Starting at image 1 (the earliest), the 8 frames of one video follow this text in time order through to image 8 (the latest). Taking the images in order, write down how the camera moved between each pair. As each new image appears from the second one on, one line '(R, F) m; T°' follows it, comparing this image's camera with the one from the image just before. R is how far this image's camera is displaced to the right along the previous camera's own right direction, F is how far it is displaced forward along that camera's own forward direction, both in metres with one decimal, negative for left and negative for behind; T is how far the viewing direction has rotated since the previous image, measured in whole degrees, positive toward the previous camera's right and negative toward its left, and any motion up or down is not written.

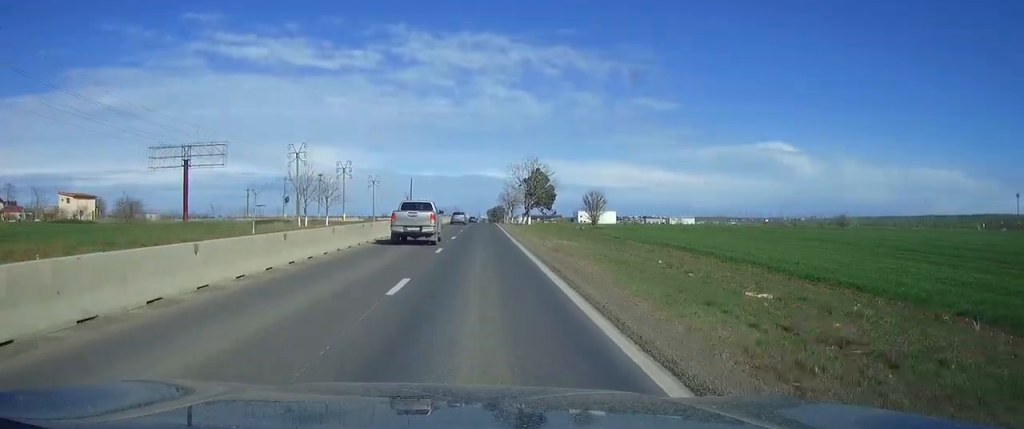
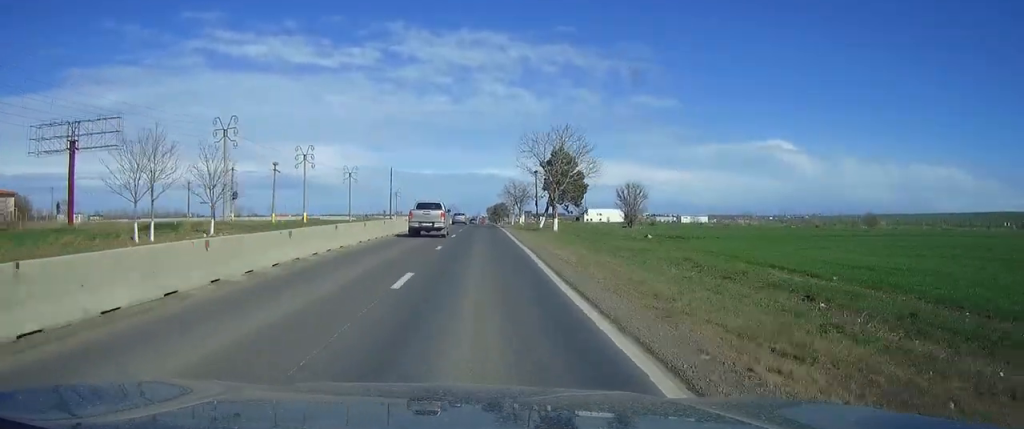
(+0.1, +34.5) m; 0°
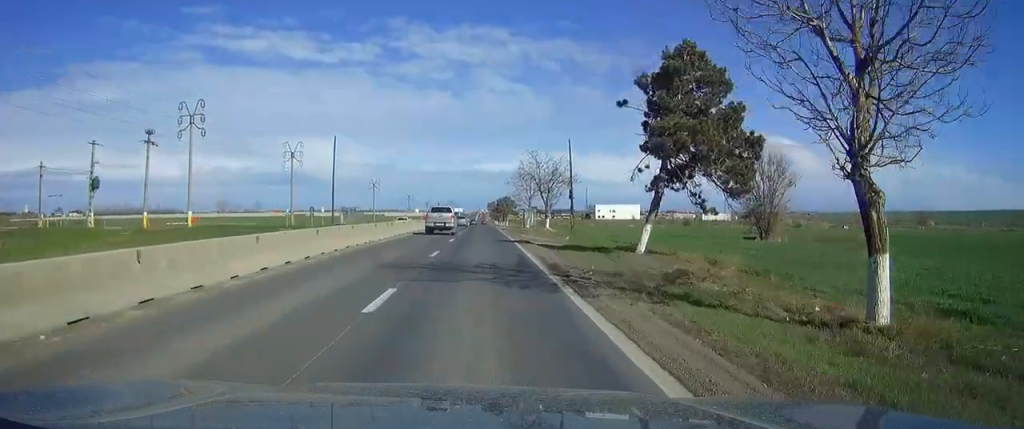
(0.0, +51.2) m; 0°
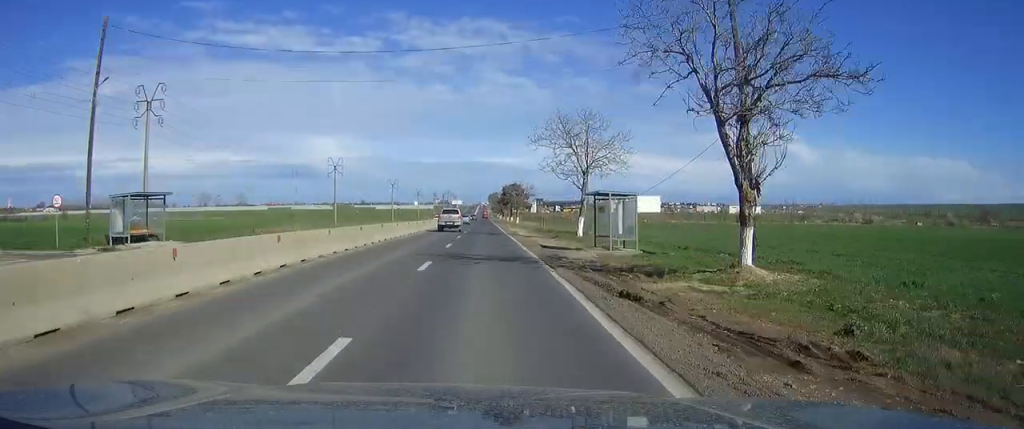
(0.0, +53.0) m; 0°
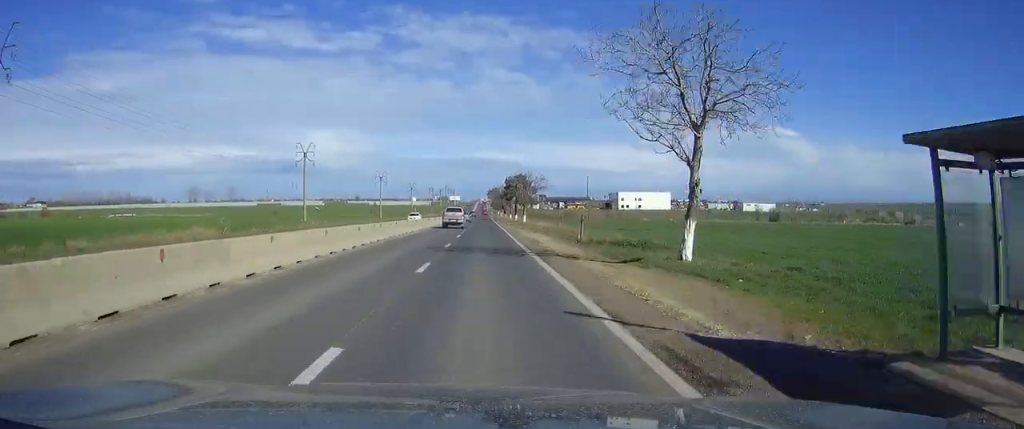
(-0.1, +24.6) m; 0°
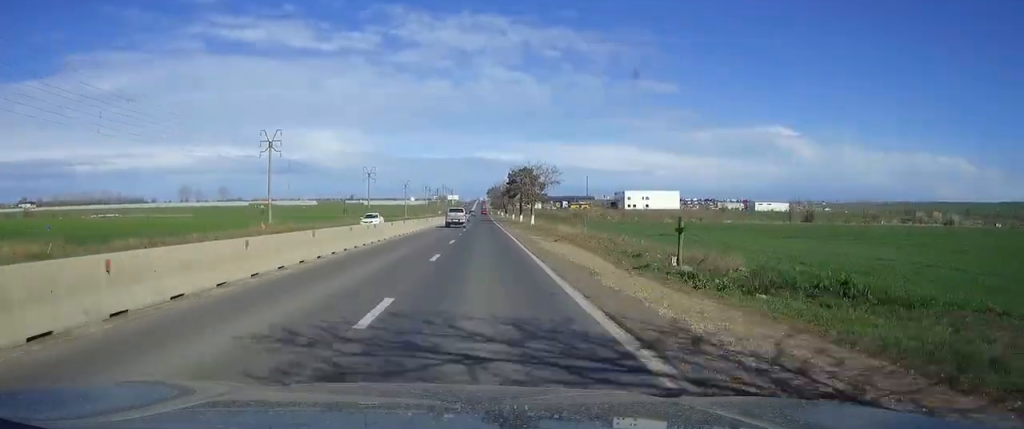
(0.0, +19.8) m; 0°
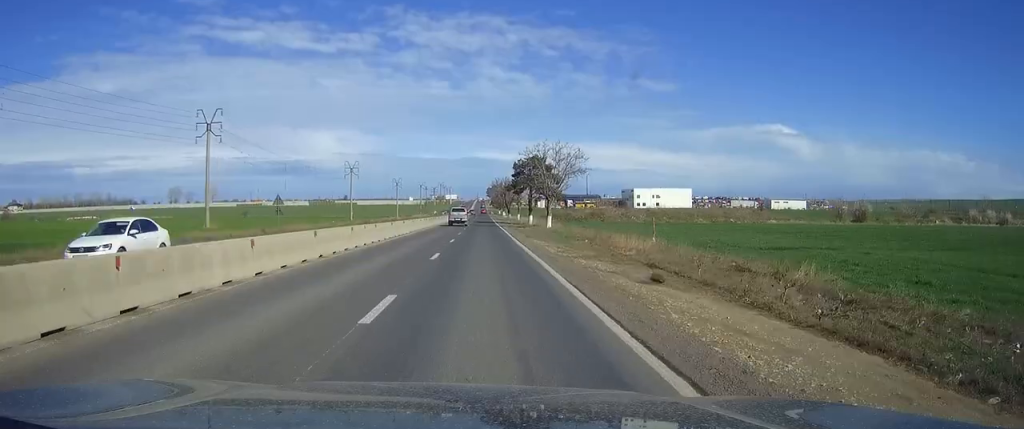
(+0.1, +23.8) m; 0°
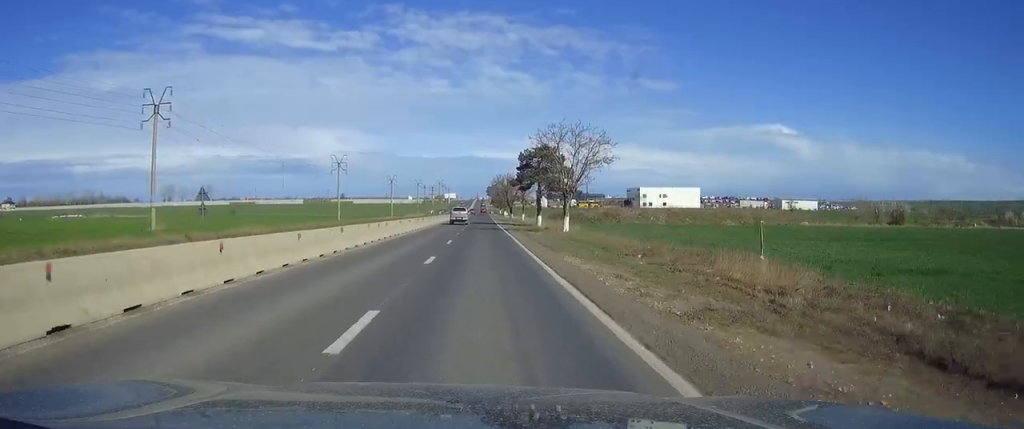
(0.0, +13.9) m; 0°
